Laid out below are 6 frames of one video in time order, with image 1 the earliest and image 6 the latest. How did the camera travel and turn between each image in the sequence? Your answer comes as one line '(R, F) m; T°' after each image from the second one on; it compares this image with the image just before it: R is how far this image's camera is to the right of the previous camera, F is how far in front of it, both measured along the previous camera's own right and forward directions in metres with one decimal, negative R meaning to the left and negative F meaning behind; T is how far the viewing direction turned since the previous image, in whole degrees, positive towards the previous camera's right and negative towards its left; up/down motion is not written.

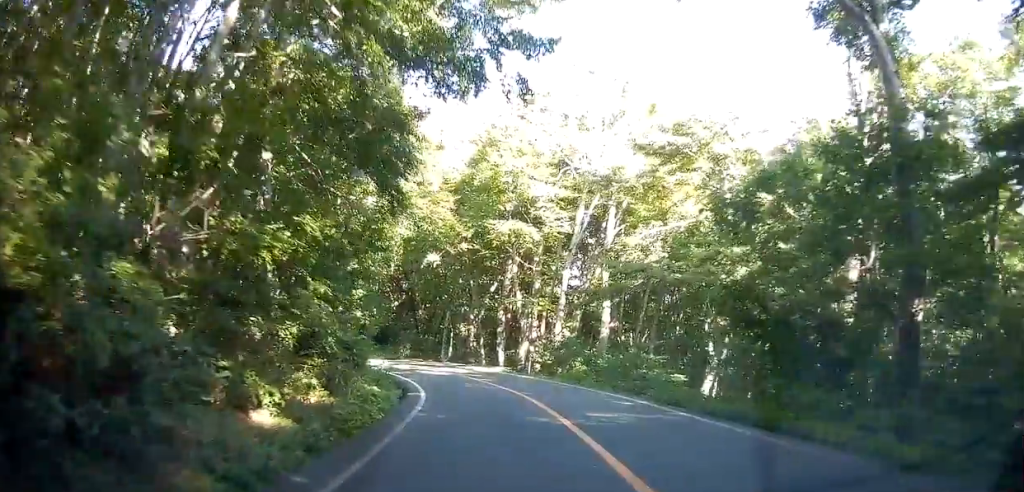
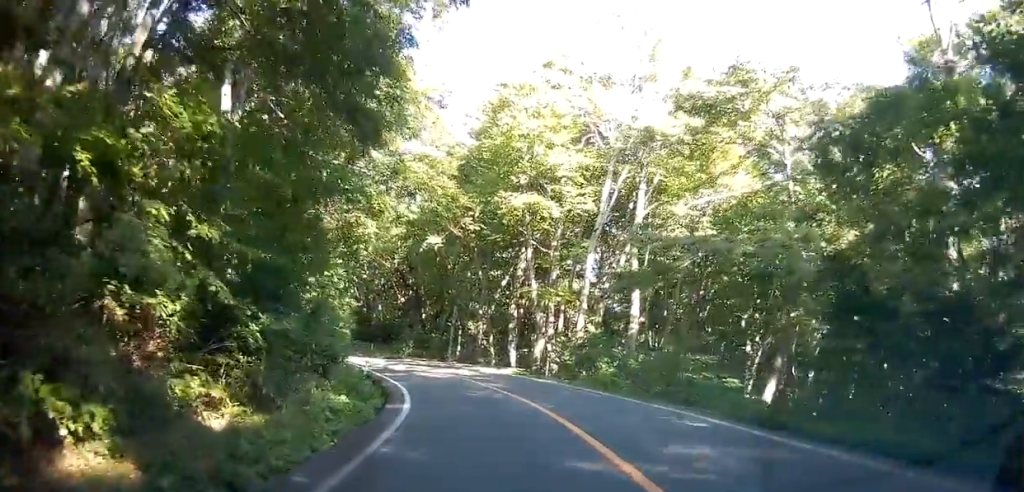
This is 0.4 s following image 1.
(-0.2, +4.9) m; -2°
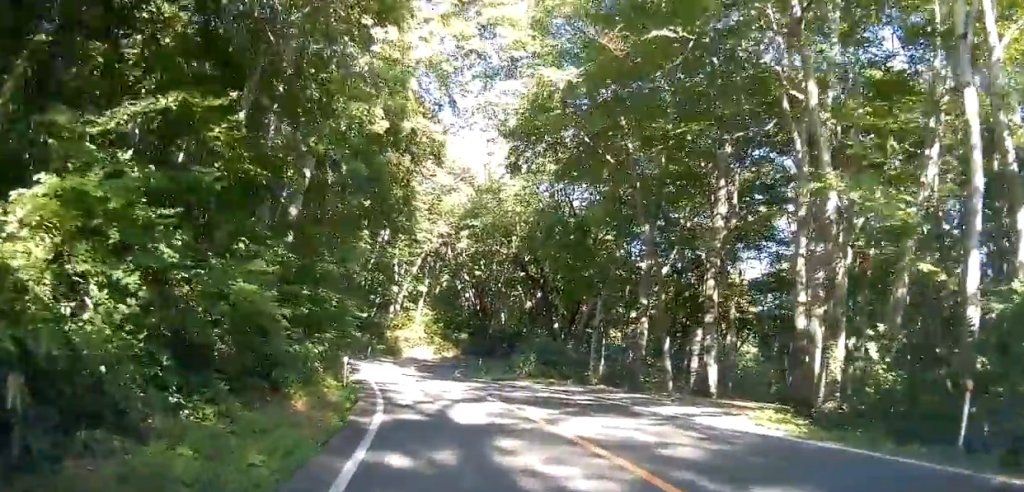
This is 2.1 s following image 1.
(-1.4, +19.5) m; -10°
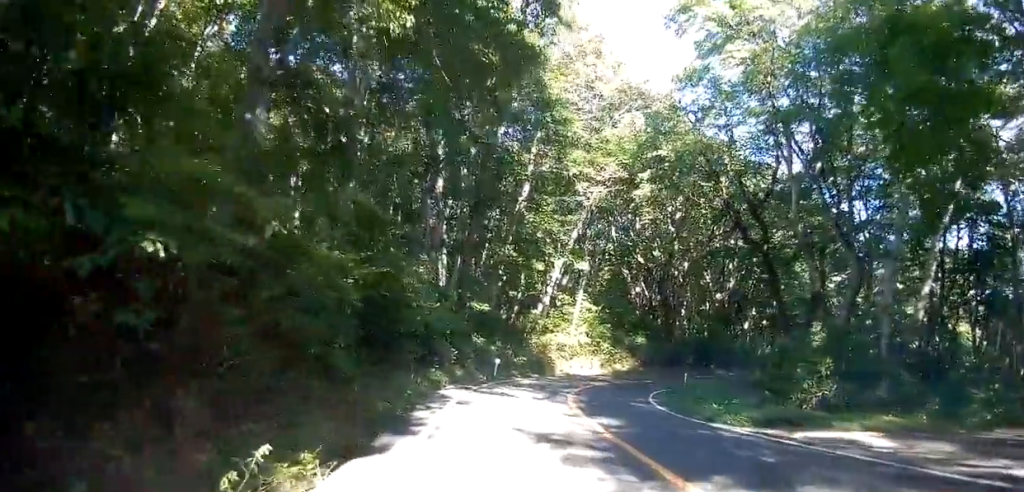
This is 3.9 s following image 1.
(-2.1, +17.9) m; -11°
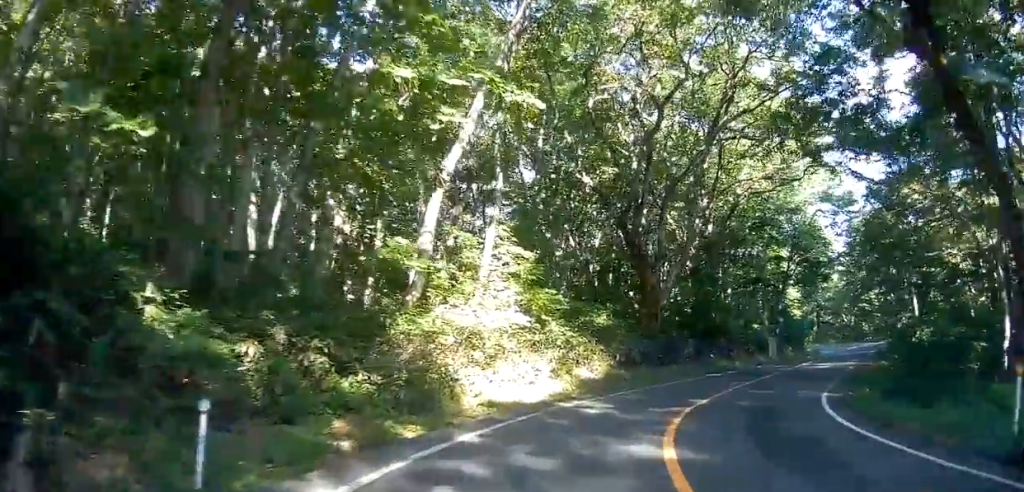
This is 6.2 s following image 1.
(+1.7, +22.7) m; +10°
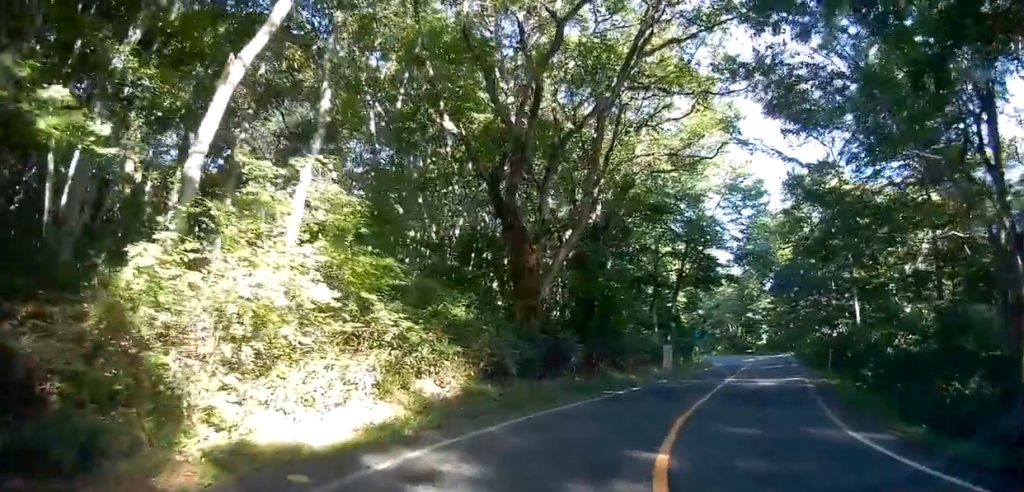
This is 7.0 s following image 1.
(+0.1, +8.0) m; +6°
